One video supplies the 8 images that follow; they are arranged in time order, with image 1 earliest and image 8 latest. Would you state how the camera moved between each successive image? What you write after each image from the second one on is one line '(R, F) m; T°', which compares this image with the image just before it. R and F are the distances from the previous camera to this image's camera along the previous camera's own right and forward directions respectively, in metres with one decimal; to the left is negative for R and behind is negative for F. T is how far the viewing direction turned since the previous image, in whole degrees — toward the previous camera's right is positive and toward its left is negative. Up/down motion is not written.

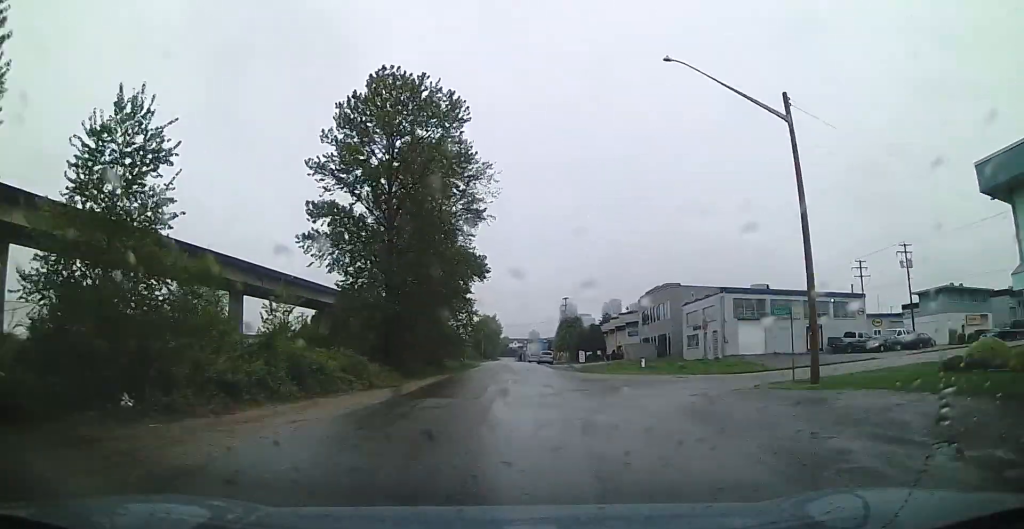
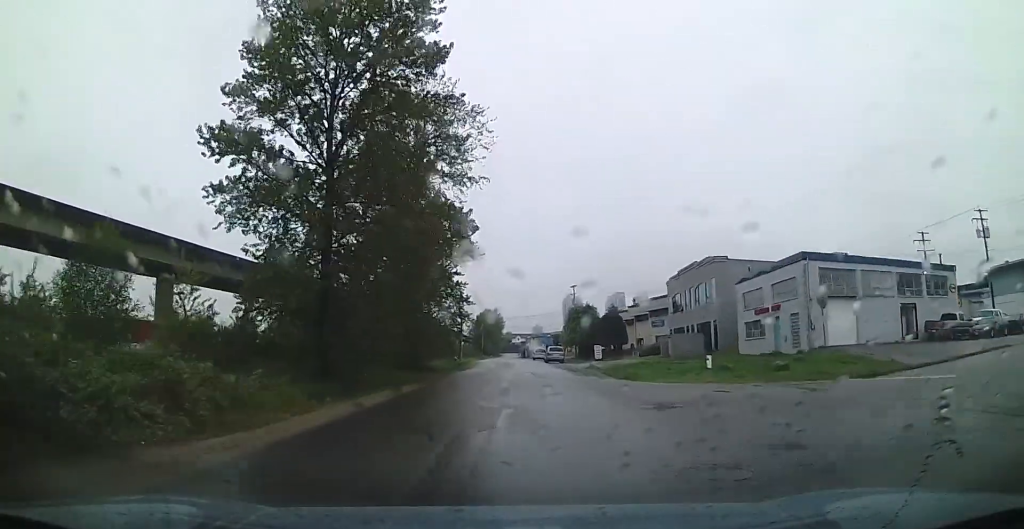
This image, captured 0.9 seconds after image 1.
(+0.1, +13.4) m; 0°
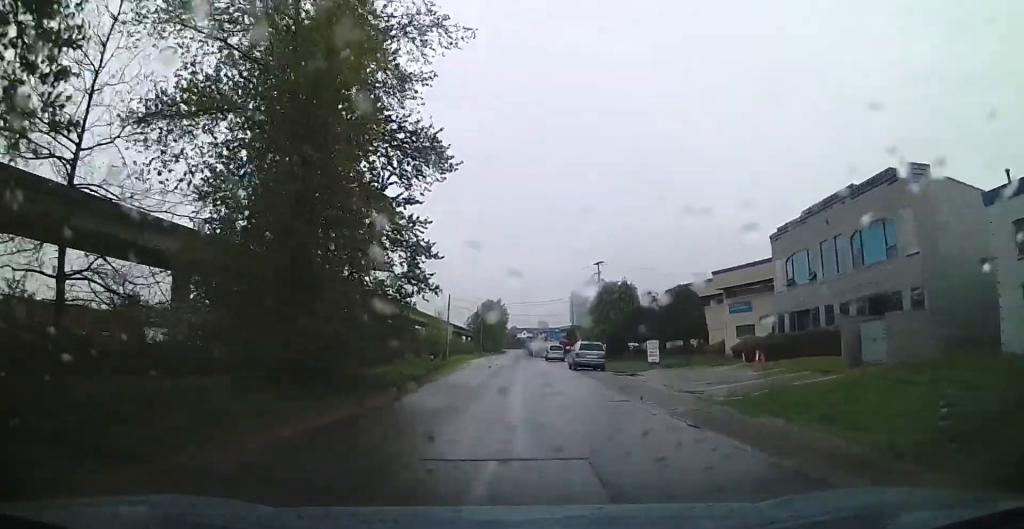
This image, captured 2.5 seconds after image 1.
(0.0, +24.6) m; 0°
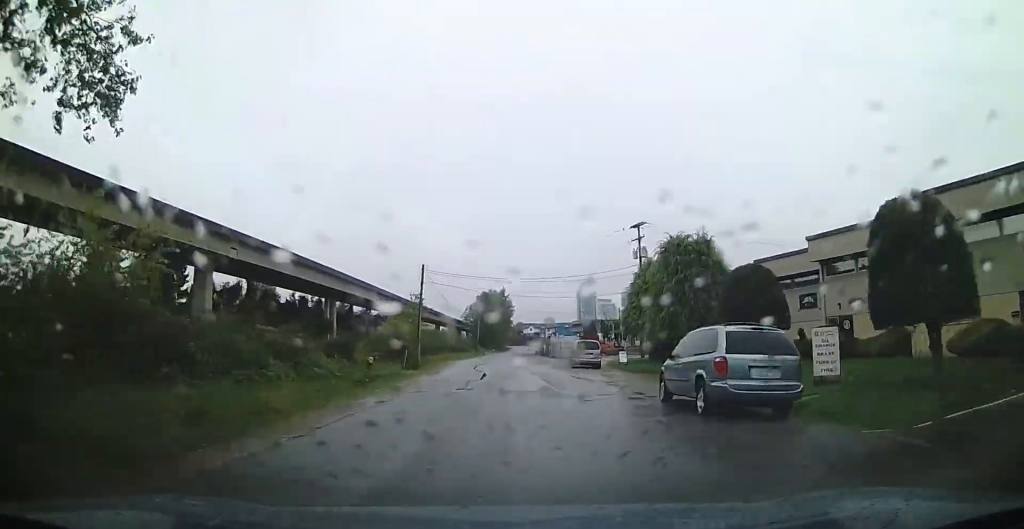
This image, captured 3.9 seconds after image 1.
(+0.1, +23.1) m; 0°
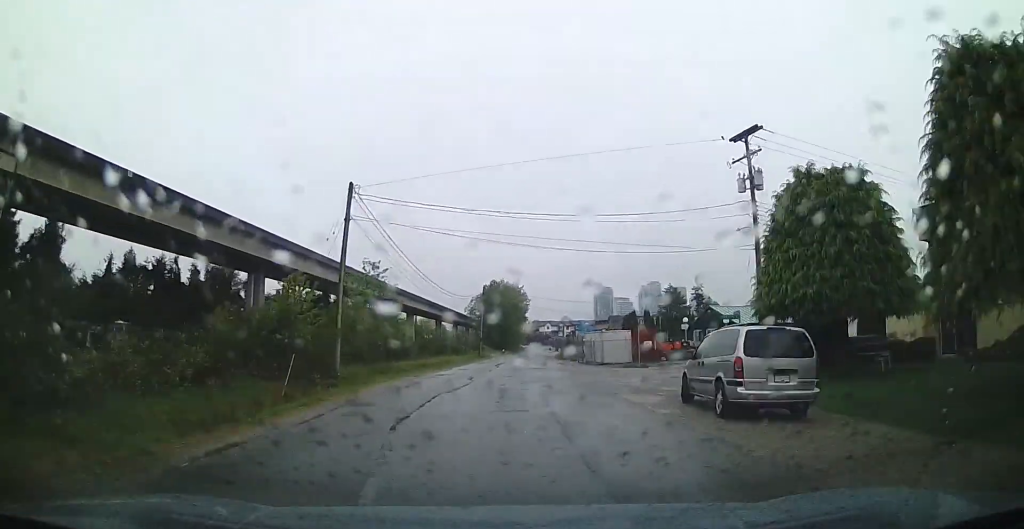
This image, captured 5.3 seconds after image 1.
(-0.4, +24.6) m; -2°
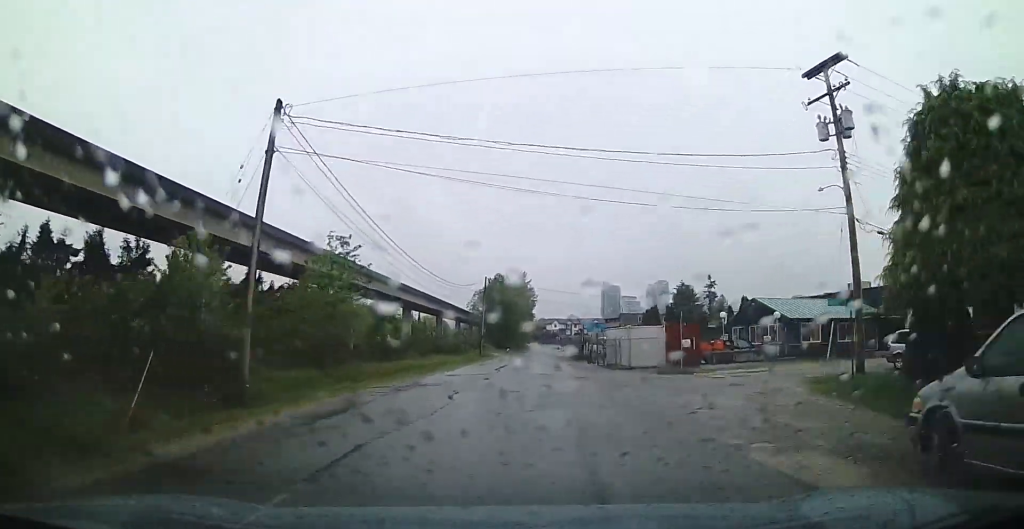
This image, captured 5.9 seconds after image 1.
(0.0, +9.0) m; 0°
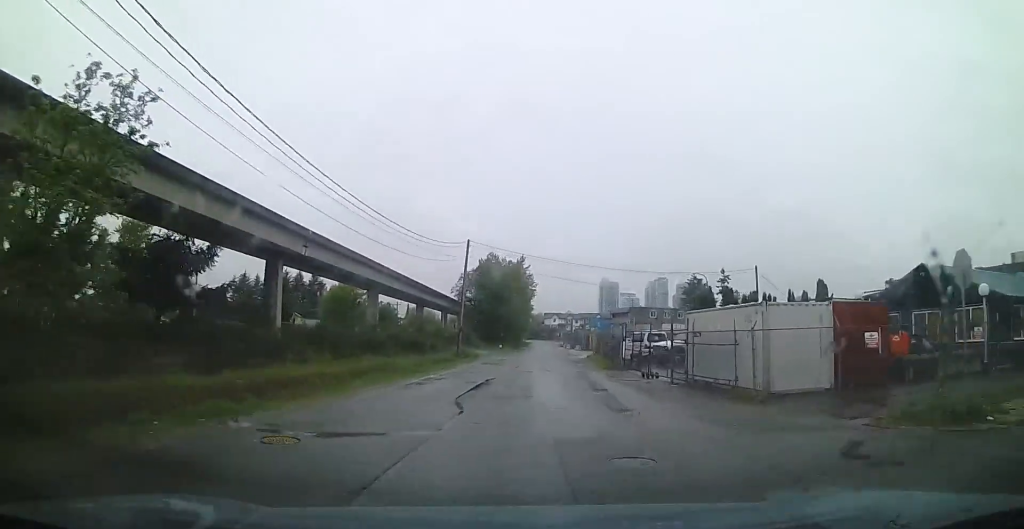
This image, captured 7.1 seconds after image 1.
(0.0, +20.6) m; 0°
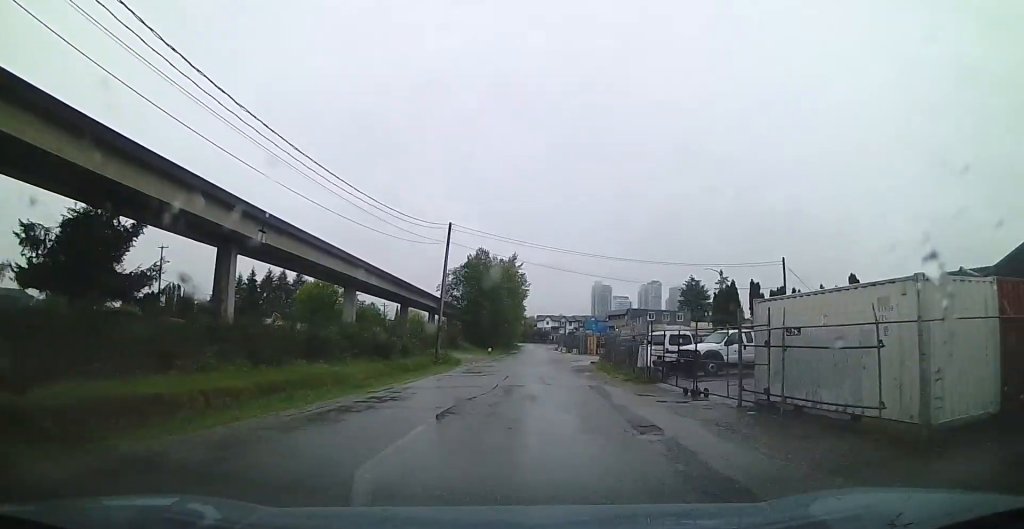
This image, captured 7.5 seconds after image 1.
(0.0, +7.2) m; 0°
